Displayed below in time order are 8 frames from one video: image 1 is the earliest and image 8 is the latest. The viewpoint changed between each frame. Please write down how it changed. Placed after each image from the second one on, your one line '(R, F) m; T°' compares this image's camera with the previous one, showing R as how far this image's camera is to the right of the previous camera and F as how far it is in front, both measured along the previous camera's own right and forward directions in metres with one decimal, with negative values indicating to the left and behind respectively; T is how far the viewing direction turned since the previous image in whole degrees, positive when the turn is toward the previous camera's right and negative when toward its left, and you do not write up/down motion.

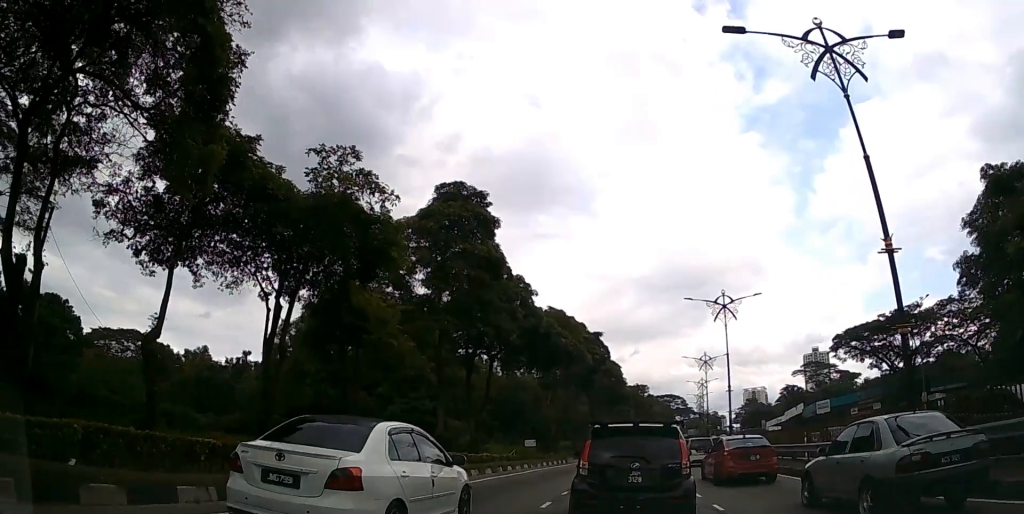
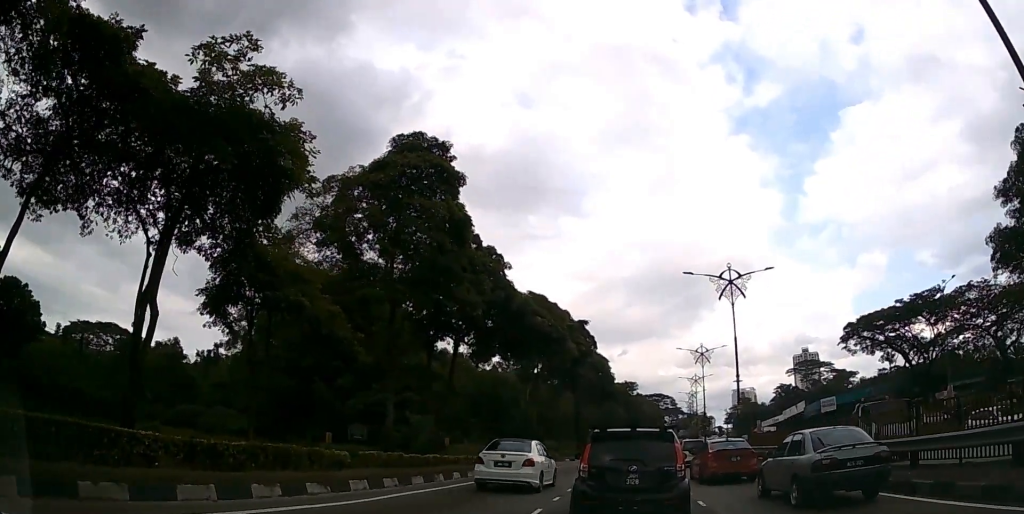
(0.0, +6.6) m; +1°
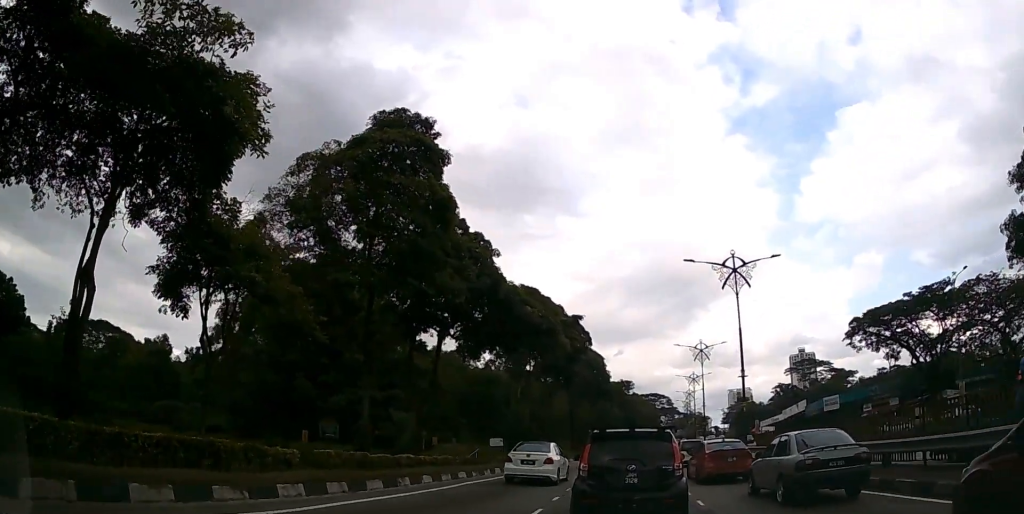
(0.0, +2.6) m; 0°
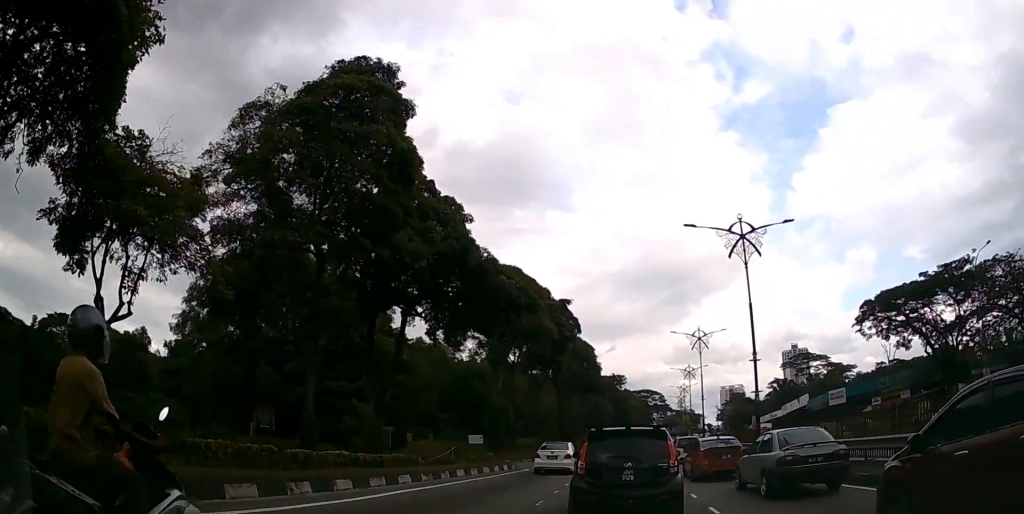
(0.0, +4.7) m; +1°
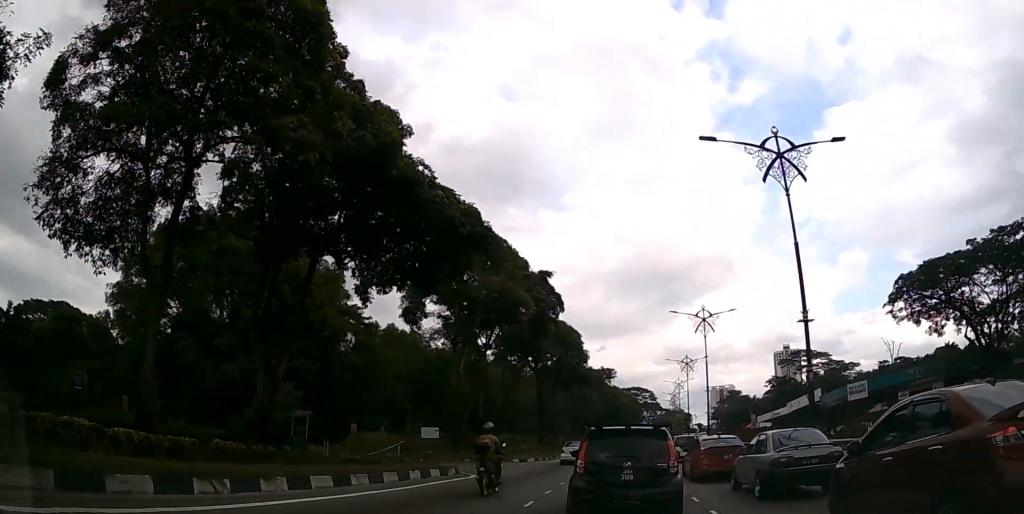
(+0.1, +9.0) m; +1°
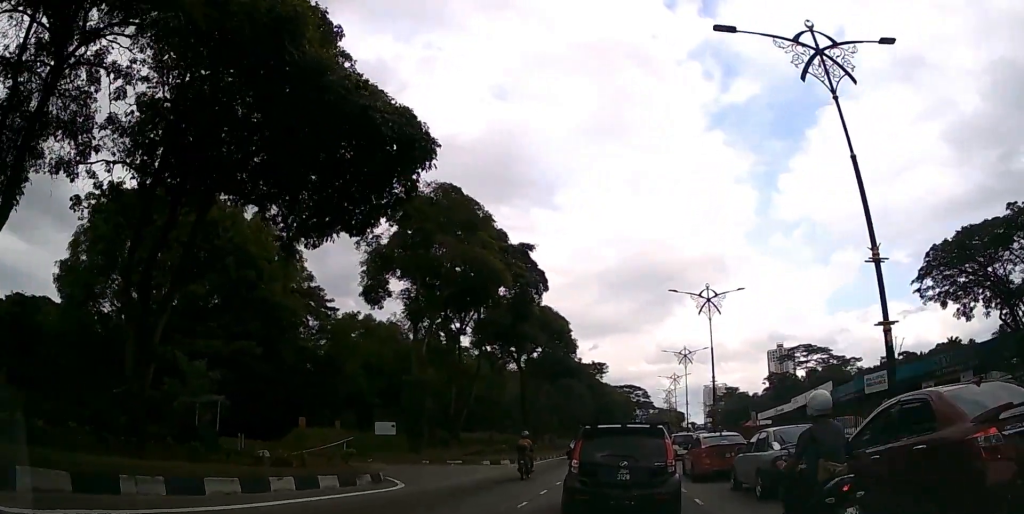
(0.0, +6.3) m; +1°
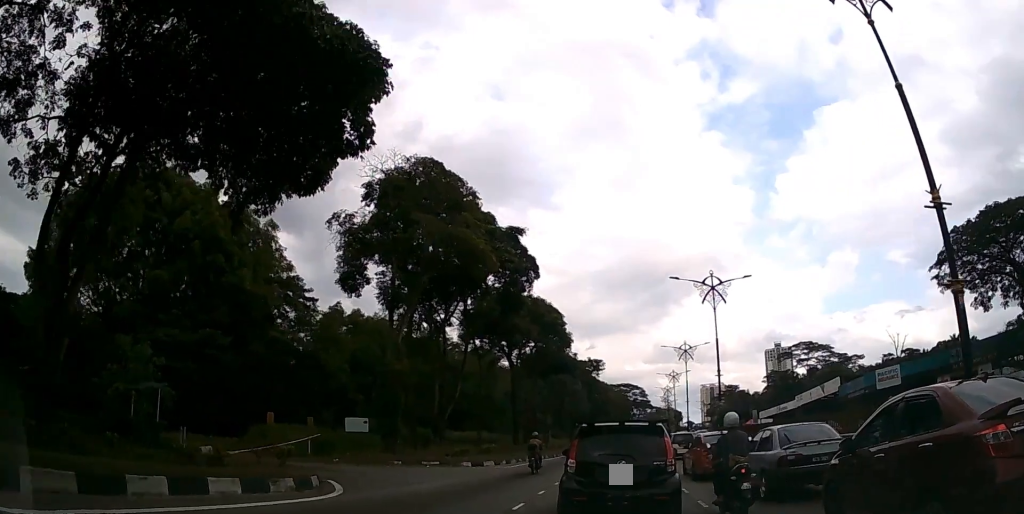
(0.0, +3.5) m; +1°
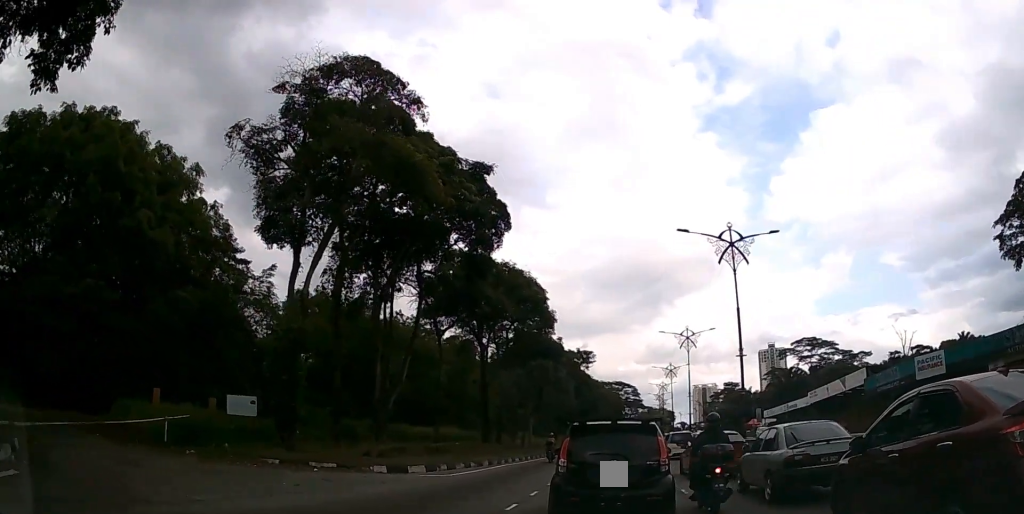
(+0.1, +9.2) m; +1°
